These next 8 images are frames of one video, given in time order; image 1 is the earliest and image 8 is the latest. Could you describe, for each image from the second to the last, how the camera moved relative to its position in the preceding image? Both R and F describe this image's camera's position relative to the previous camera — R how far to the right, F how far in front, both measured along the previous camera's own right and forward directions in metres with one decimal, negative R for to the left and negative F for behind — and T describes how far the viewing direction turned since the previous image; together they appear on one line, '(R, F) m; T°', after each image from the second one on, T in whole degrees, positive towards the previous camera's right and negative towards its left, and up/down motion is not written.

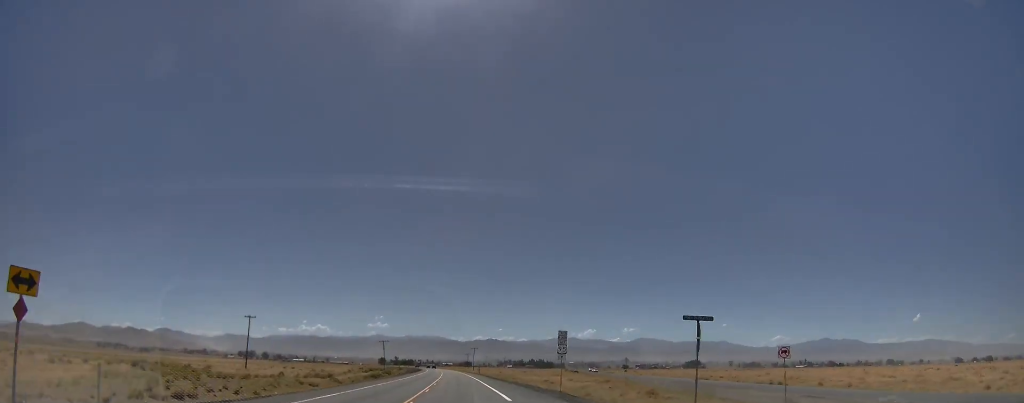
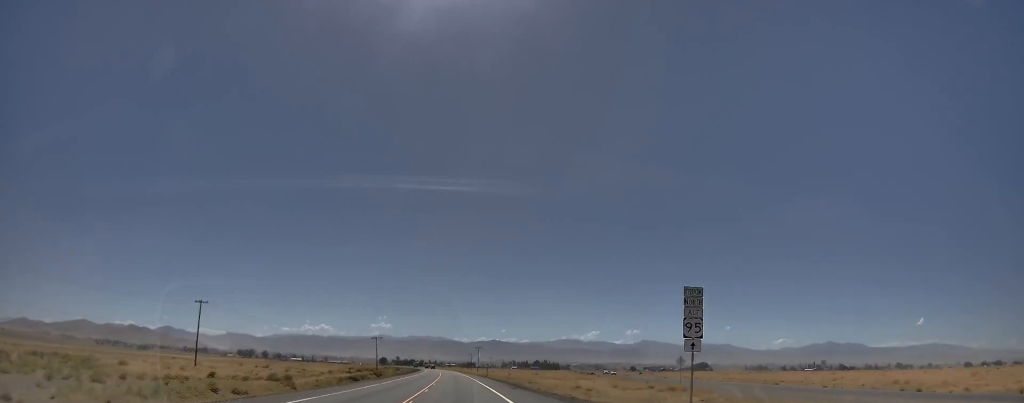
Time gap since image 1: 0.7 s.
(+0.3, +23.8) m; +1°
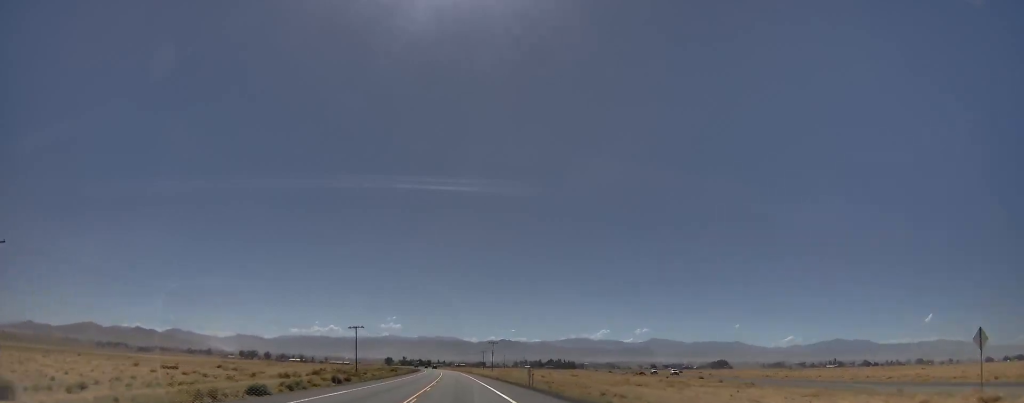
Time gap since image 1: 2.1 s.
(-0.2, +47.3) m; -1°
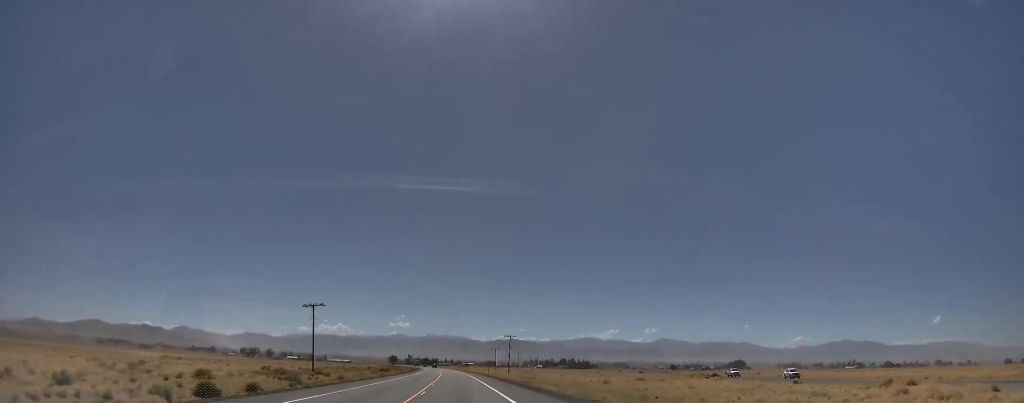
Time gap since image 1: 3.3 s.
(-0.8, +41.3) m; 0°
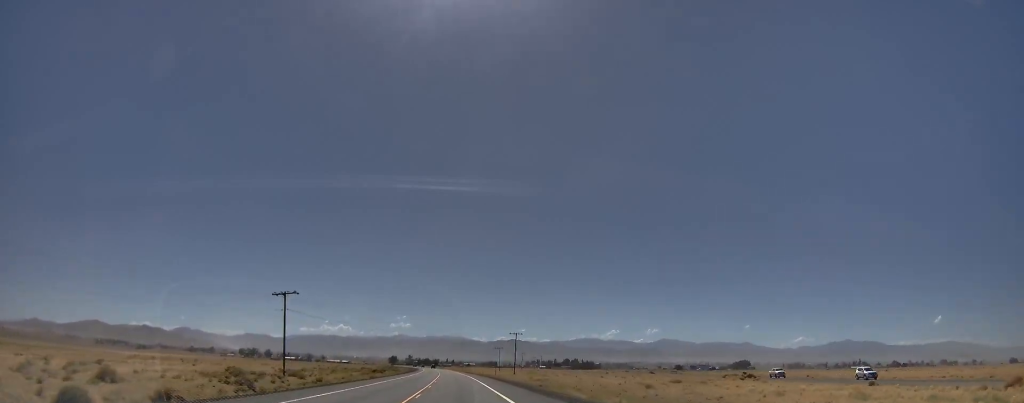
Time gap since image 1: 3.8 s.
(+0.1, +14.4) m; +1°
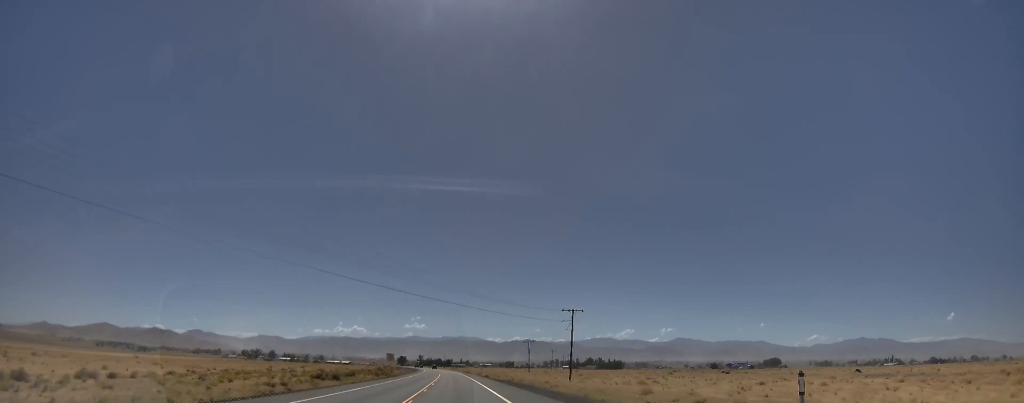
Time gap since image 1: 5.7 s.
(+1.9, +62.5) m; +3°
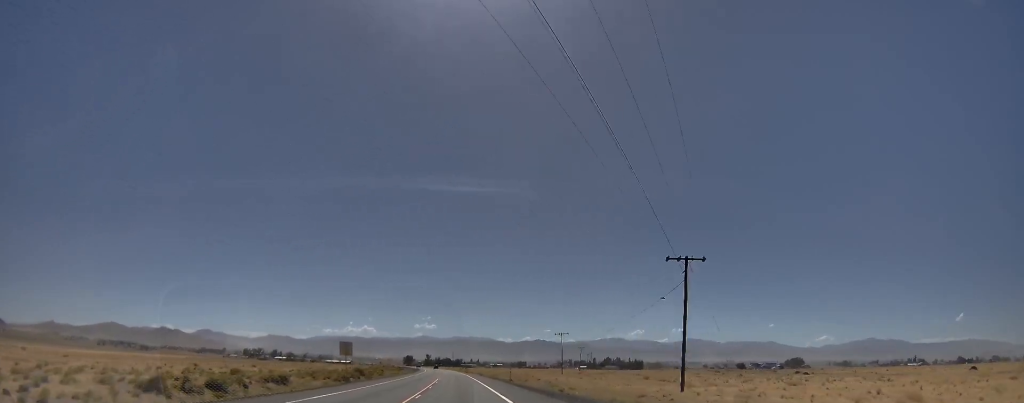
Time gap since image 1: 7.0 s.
(+0.8, +41.4) m; +1°
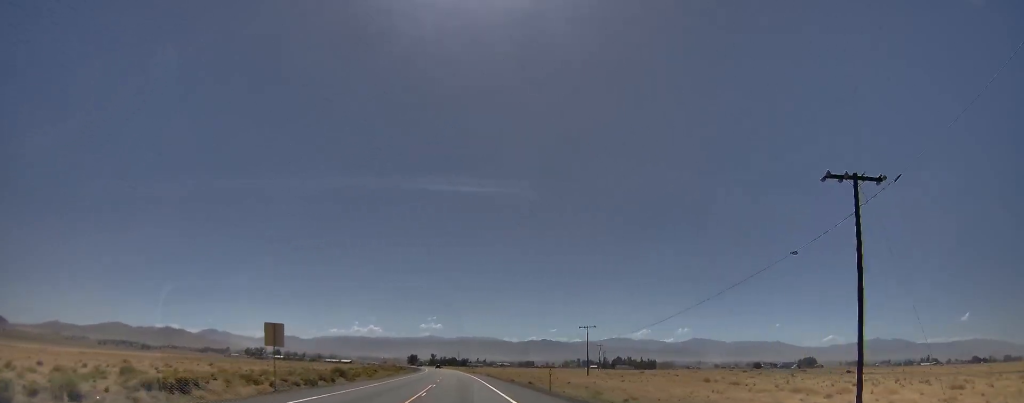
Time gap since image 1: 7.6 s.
(0.0, +20.8) m; 0°
